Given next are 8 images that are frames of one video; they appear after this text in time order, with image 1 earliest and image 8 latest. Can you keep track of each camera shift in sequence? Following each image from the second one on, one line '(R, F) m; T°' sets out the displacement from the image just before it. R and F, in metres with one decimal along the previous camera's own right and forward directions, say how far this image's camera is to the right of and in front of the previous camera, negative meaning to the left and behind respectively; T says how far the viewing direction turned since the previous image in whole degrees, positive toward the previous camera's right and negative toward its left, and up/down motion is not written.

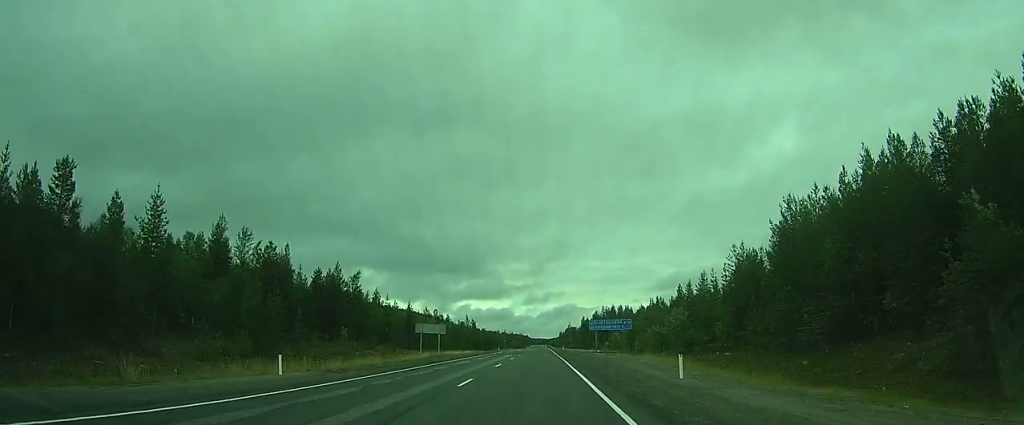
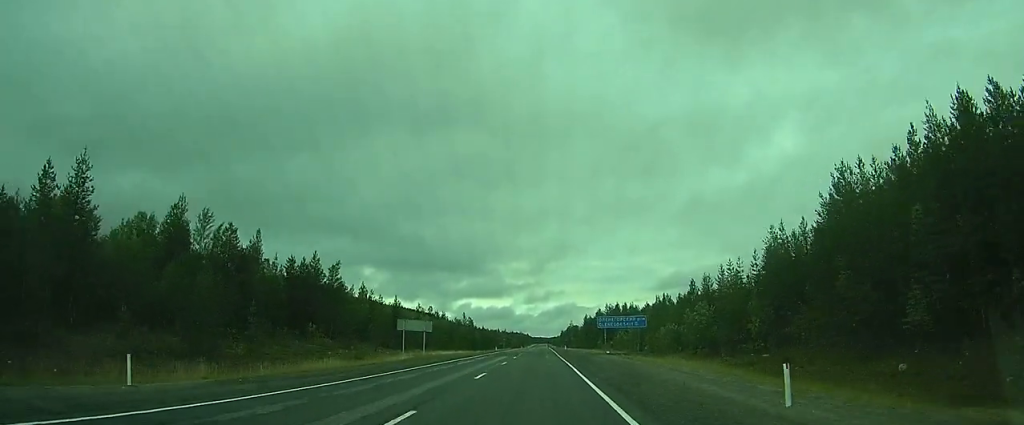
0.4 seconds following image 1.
(-0.1, +8.6) m; 0°
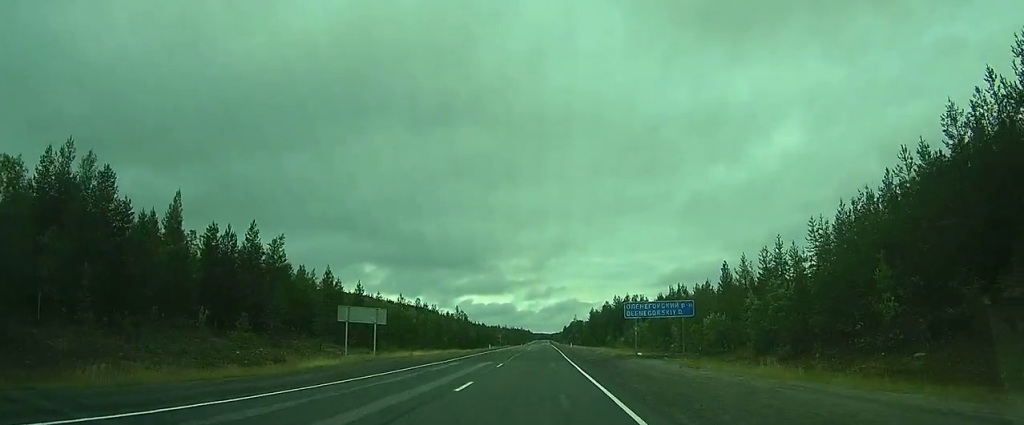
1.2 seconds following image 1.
(-0.1, +17.2) m; 0°
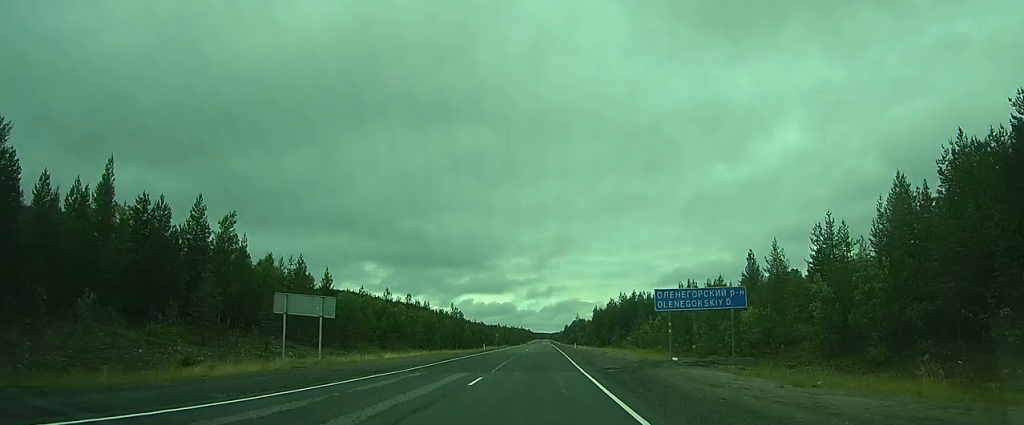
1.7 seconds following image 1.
(0.0, +10.1) m; 0°
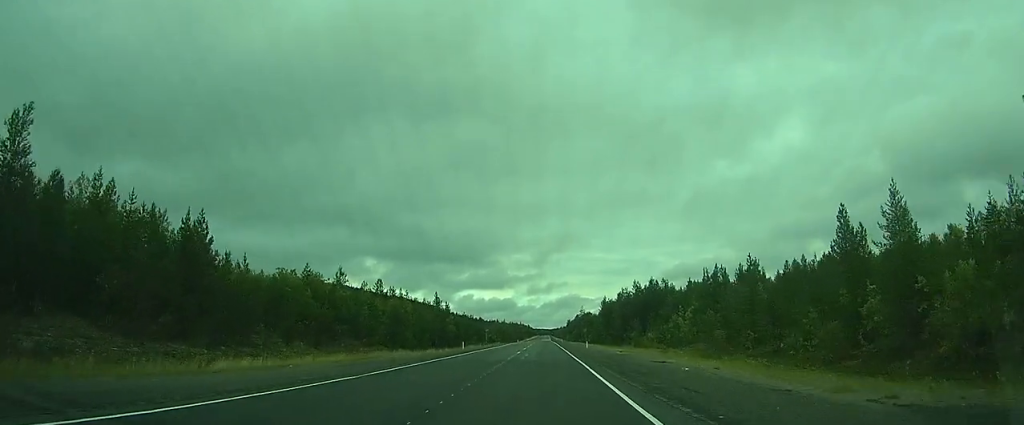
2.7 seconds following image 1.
(0.0, +23.0) m; 0°
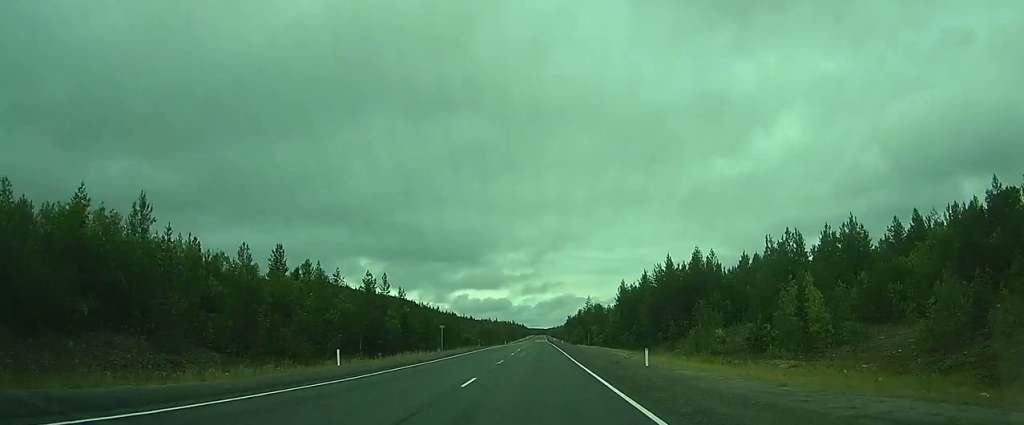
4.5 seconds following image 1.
(+0.1, +38.8) m; 0°
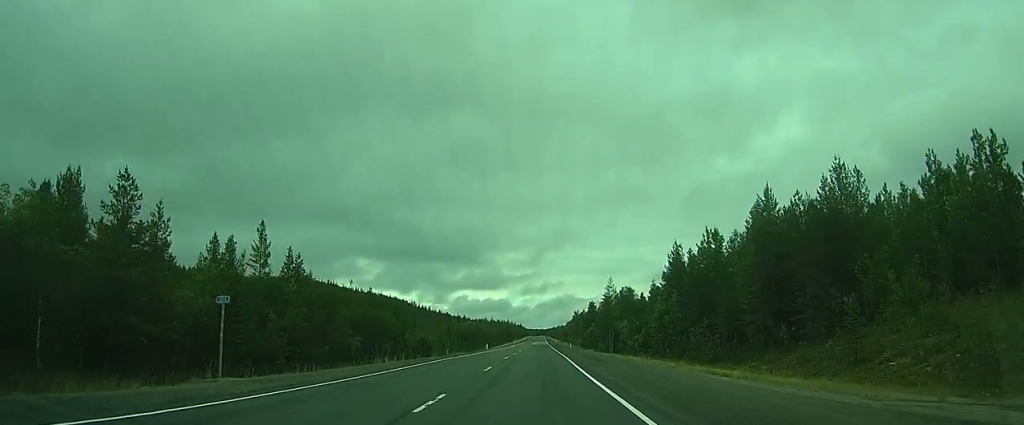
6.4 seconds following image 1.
(+0.3, +40.5) m; +1°
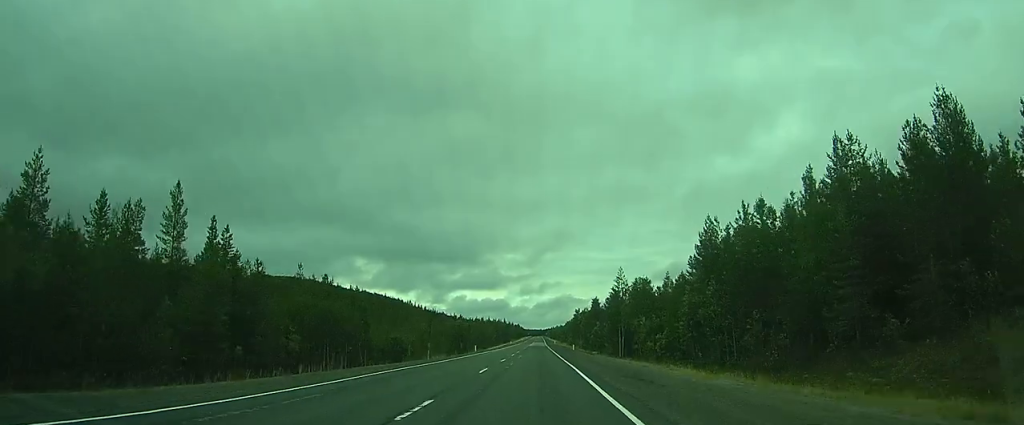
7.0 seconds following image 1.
(0.0, +12.7) m; 0°
